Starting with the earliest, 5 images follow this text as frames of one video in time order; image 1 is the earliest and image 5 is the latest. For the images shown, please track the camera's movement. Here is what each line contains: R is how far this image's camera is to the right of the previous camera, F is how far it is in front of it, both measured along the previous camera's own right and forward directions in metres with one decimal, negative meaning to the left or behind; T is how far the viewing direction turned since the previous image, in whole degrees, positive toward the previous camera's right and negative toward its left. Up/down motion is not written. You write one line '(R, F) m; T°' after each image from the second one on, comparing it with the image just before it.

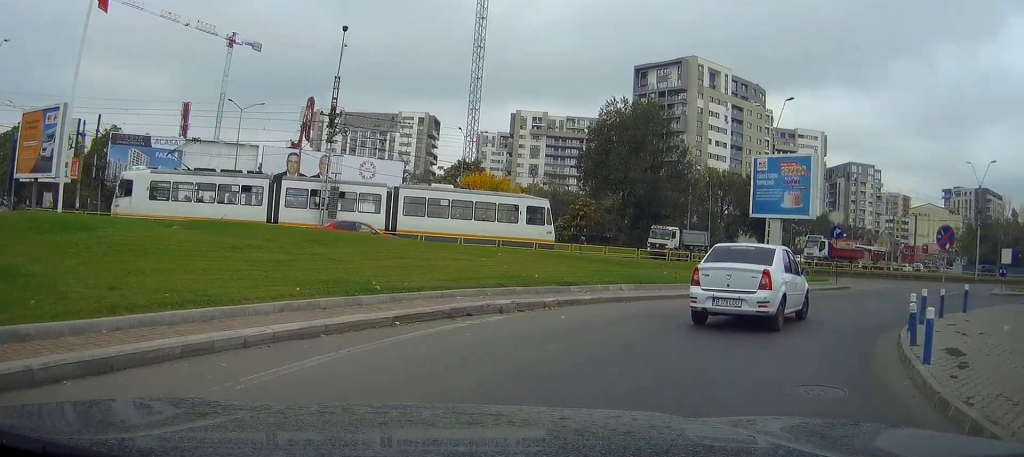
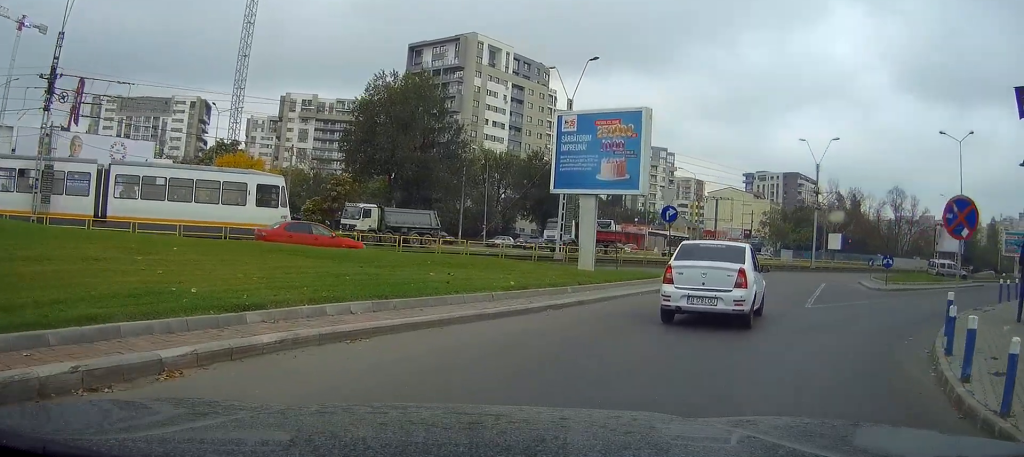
(+1.0, +8.0) m; +15°
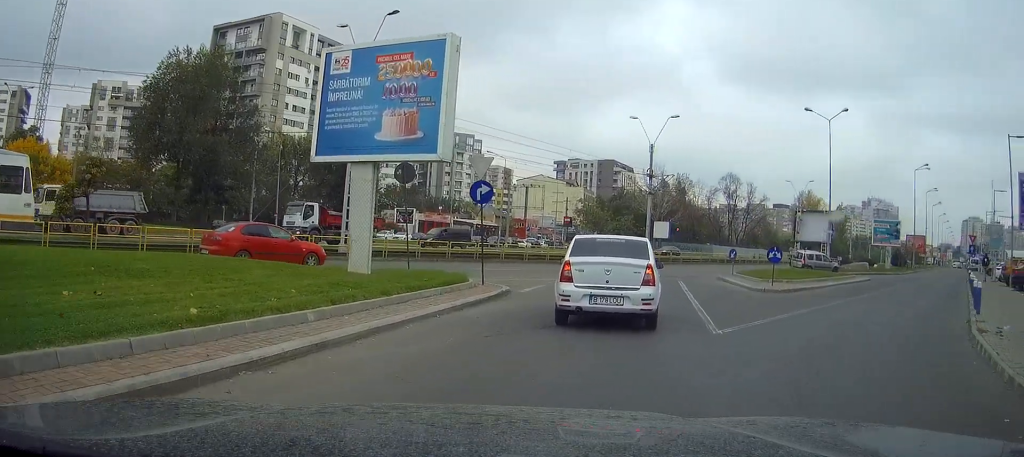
(+0.8, +7.3) m; +12°
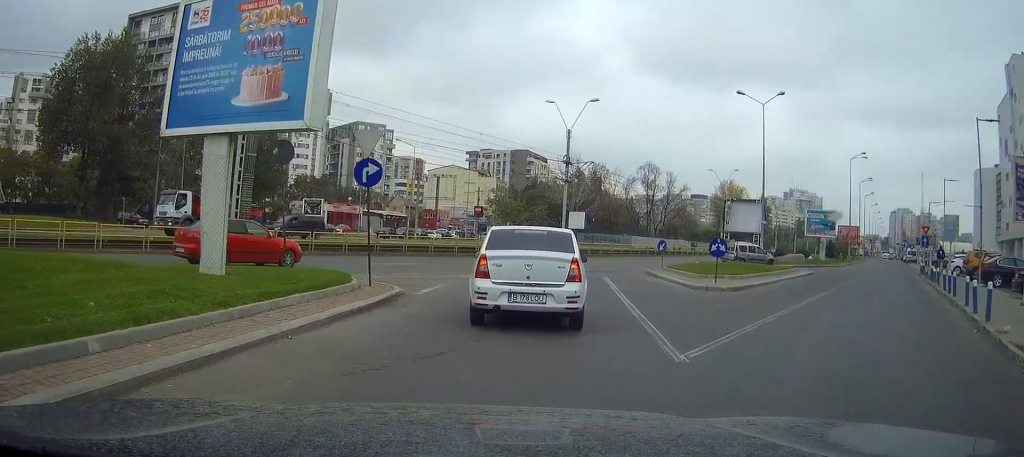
(+0.1, +3.5) m; +5°
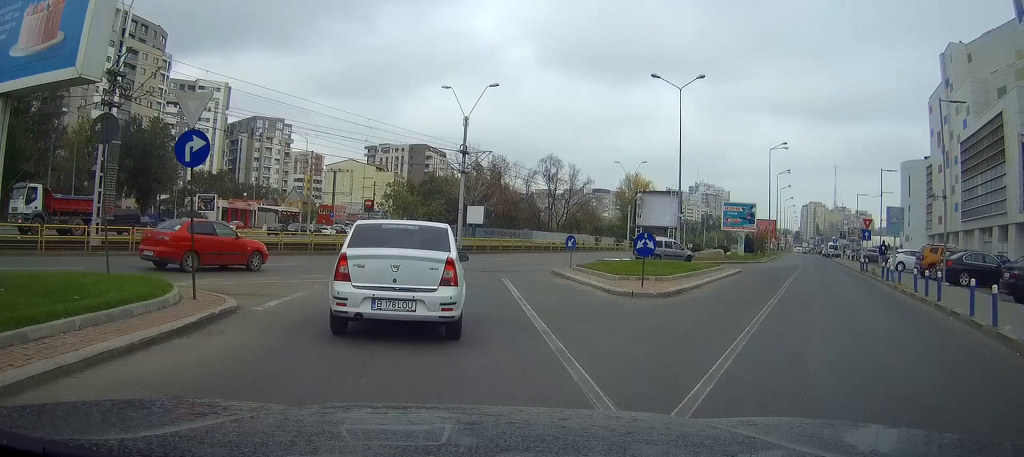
(+0.3, +4.1) m; +6°
